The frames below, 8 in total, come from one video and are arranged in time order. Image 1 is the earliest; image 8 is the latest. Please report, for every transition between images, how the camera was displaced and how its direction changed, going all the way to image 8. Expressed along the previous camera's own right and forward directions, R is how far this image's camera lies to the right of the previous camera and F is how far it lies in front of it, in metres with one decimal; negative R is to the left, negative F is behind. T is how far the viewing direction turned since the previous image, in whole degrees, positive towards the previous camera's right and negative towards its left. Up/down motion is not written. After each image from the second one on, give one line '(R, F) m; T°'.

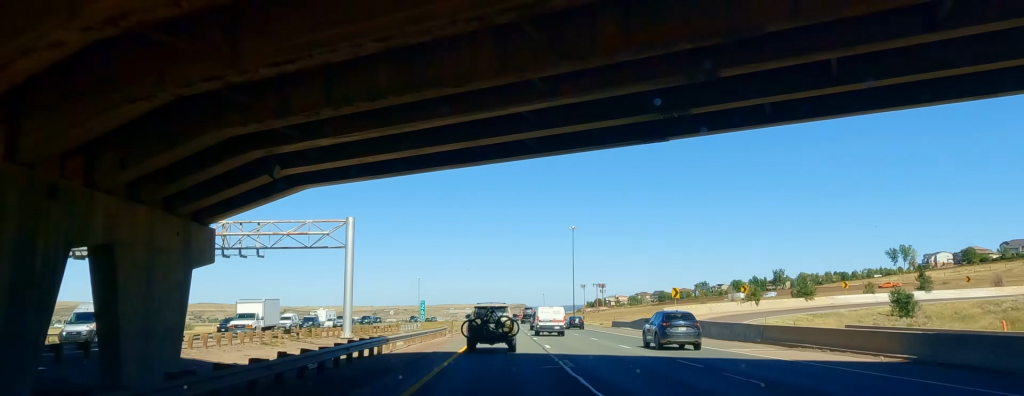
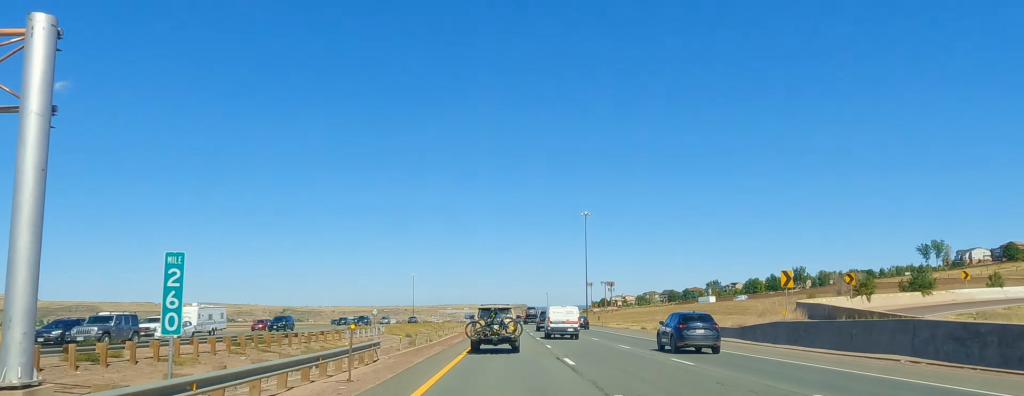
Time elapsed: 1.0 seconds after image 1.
(+0.9, +34.5) m; +1°
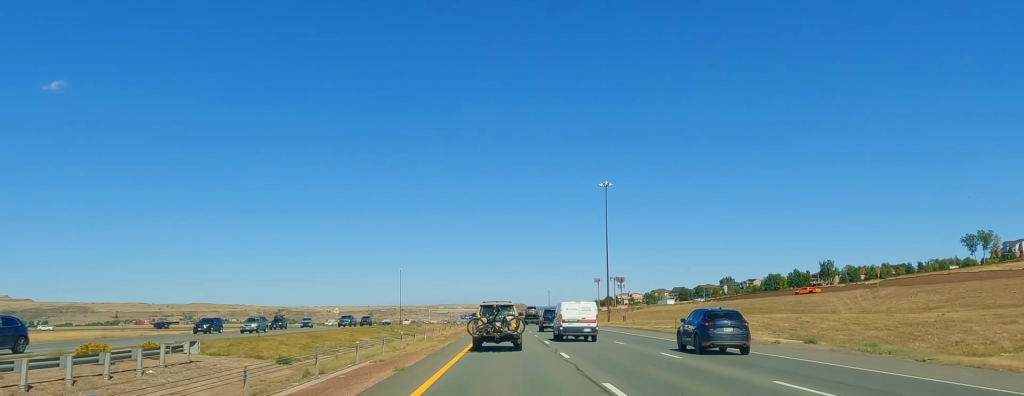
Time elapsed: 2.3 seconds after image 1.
(+0.6, +46.0) m; +1°
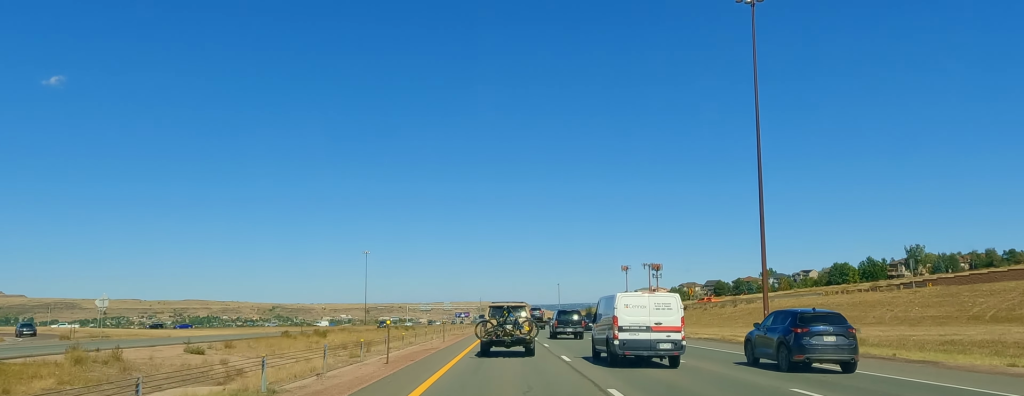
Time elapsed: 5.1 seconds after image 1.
(-0.1, +96.0) m; 0°
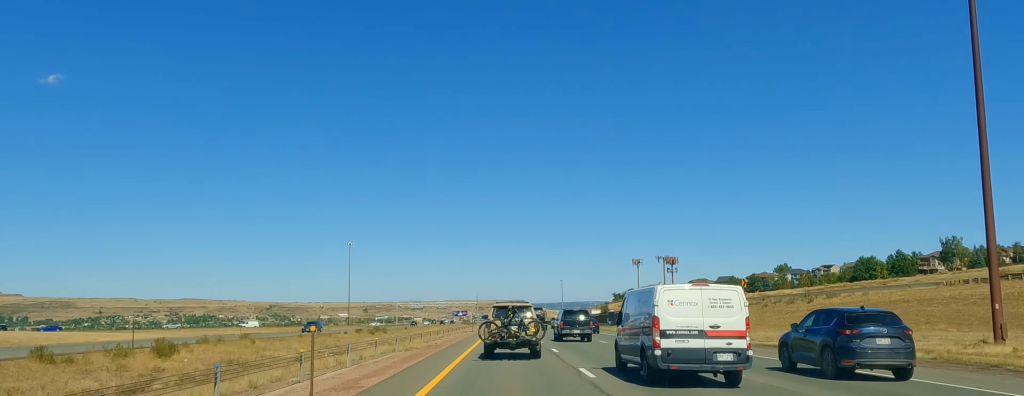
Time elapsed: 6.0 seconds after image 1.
(0.0, +29.6) m; 0°
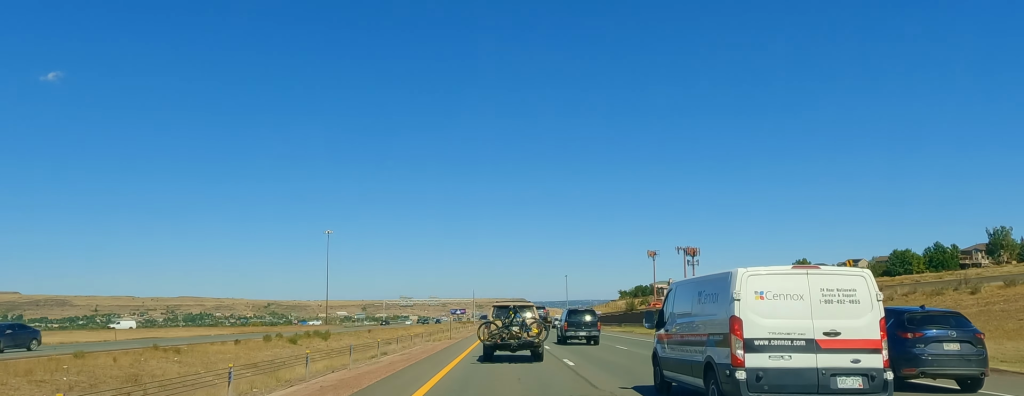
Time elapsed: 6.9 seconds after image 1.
(0.0, +31.6) m; 0°
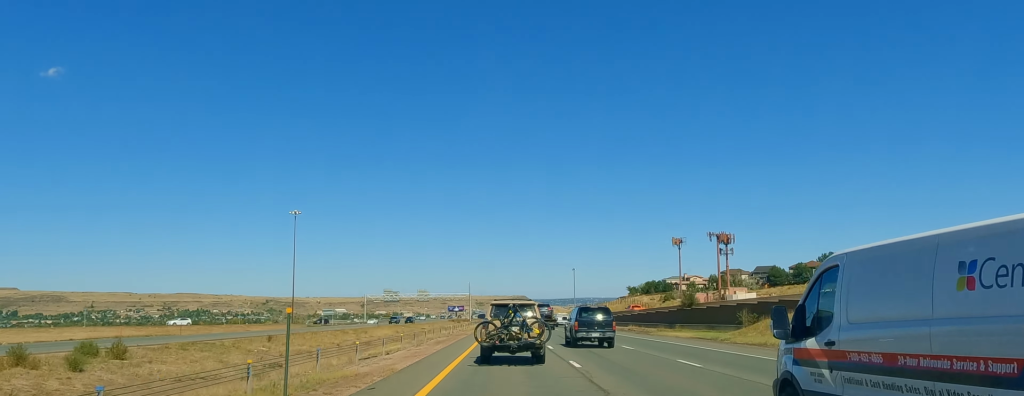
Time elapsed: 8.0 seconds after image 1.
(0.0, +37.2) m; 0°
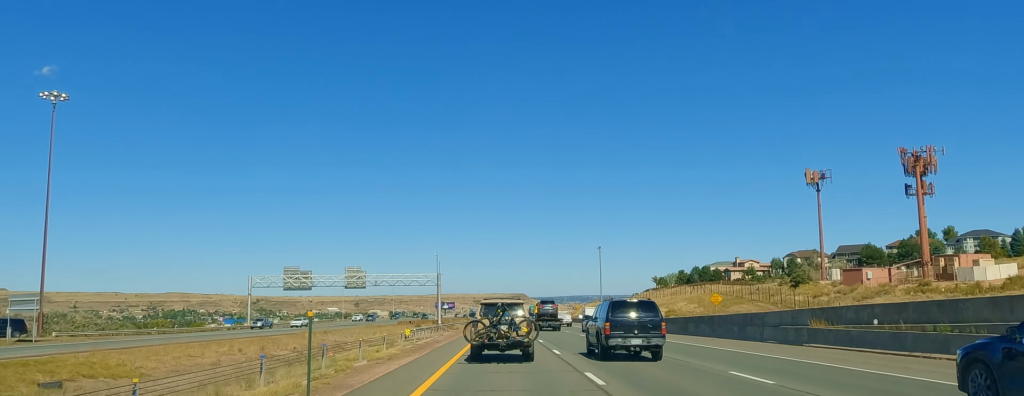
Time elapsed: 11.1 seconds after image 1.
(-1.3, +103.3) m; -1°
